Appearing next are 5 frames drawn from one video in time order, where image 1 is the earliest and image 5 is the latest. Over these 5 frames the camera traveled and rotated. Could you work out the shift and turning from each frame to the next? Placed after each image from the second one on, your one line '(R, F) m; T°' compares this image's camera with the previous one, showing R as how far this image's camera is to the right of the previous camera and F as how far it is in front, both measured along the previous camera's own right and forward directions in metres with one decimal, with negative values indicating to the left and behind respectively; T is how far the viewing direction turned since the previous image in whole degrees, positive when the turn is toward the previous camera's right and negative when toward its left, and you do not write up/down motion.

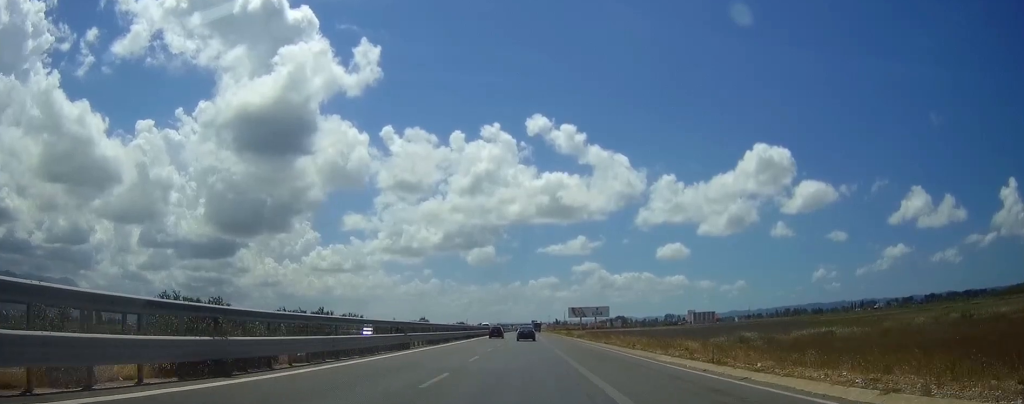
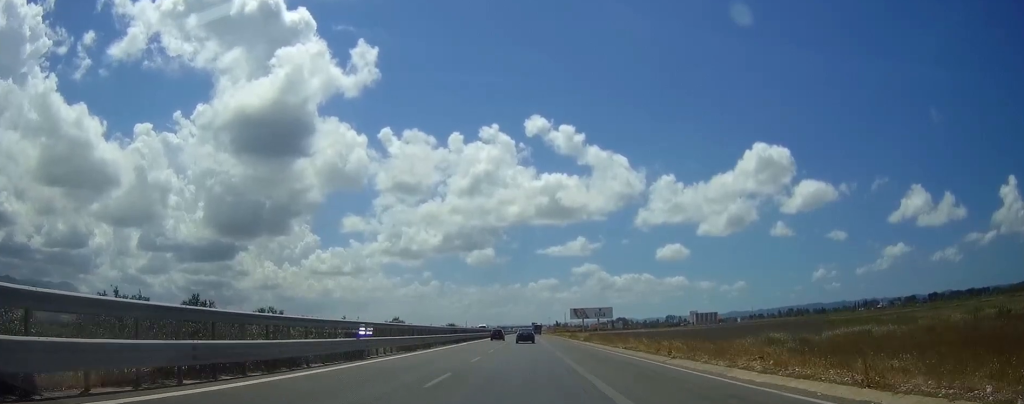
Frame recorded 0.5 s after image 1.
(0.0, +10.9) m; 0°
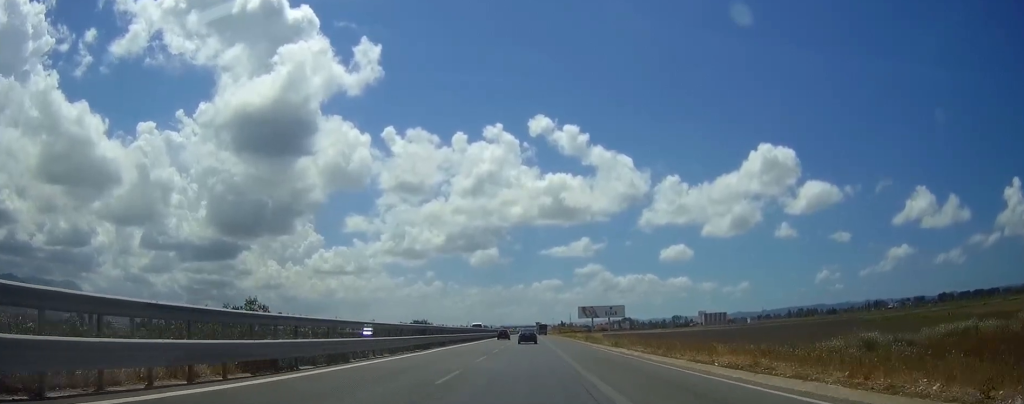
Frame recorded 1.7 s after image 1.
(0.0, +22.6) m; 0°
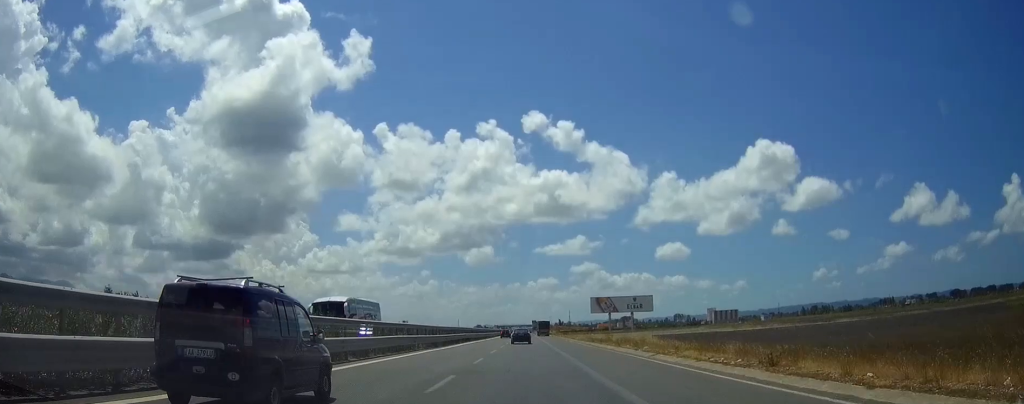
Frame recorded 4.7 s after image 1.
(-0.2, +59.6) m; 0°
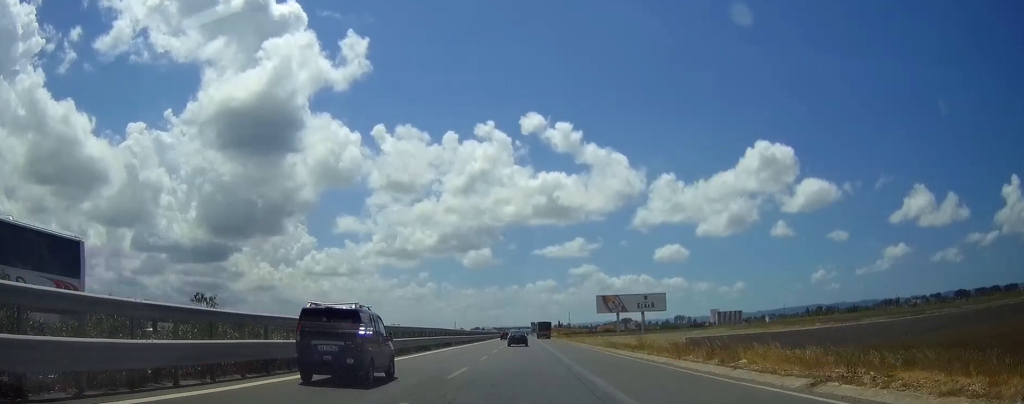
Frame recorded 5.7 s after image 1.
(+0.1, +19.3) m; 0°
